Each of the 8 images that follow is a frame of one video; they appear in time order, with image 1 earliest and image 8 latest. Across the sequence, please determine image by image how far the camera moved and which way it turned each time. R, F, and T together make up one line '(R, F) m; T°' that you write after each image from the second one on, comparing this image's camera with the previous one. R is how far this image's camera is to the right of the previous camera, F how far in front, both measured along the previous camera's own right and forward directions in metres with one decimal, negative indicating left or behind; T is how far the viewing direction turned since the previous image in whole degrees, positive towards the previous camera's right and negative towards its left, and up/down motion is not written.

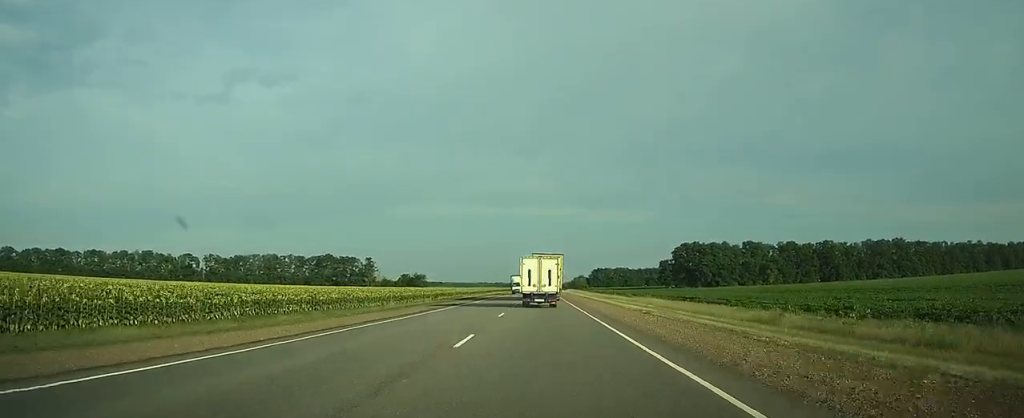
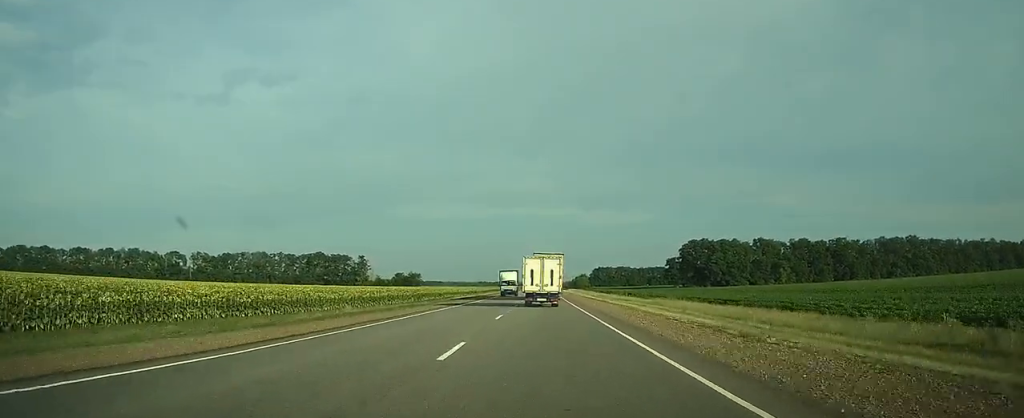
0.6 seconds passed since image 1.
(0.0, +13.8) m; 0°
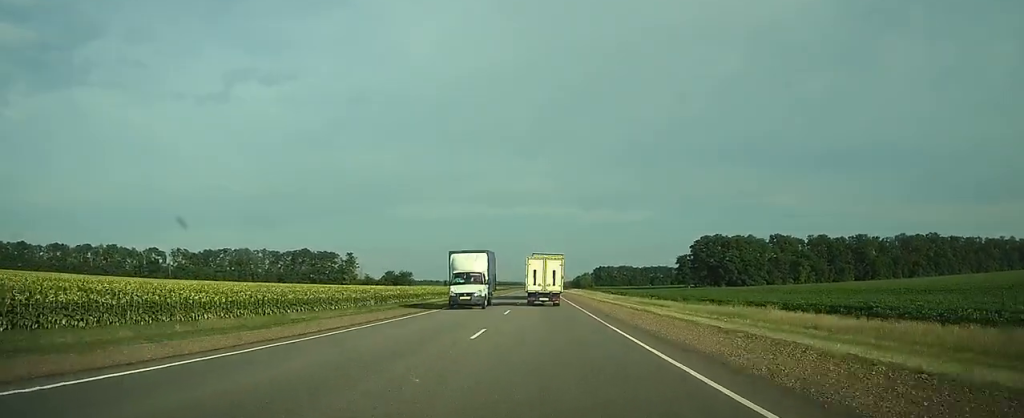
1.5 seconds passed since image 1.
(0.0, +19.7) m; 0°
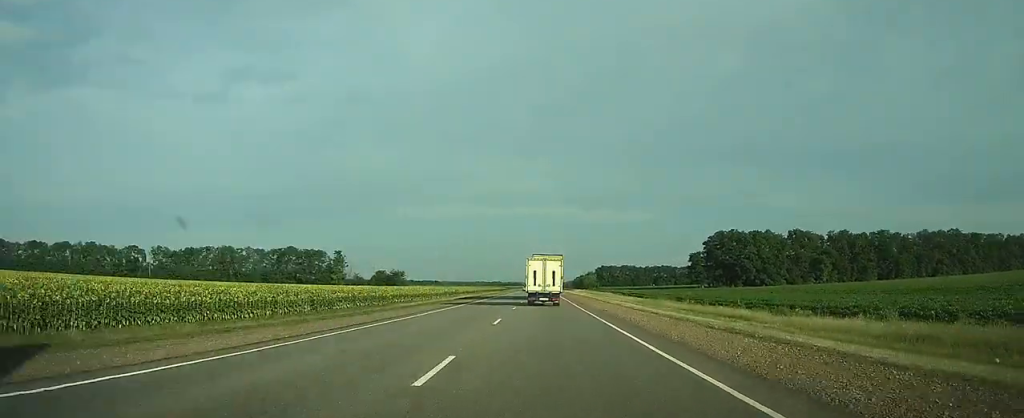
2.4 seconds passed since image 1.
(0.0, +18.3) m; 0°
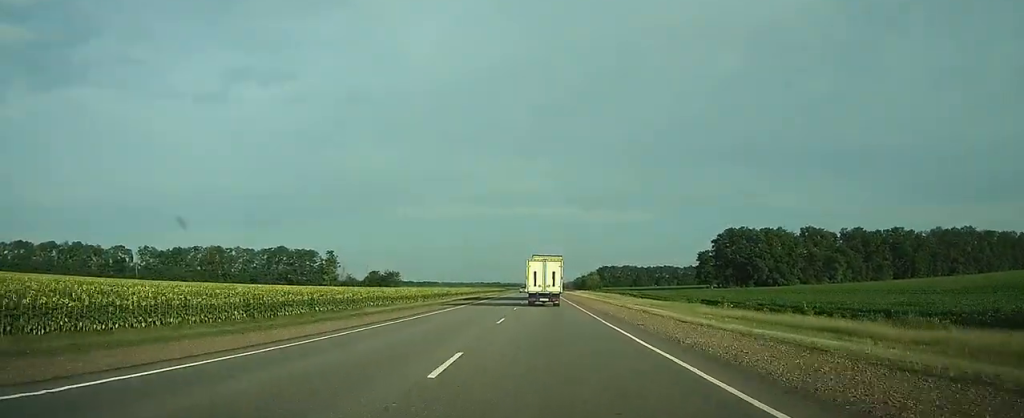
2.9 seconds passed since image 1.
(0.0, +11.1) m; 0°
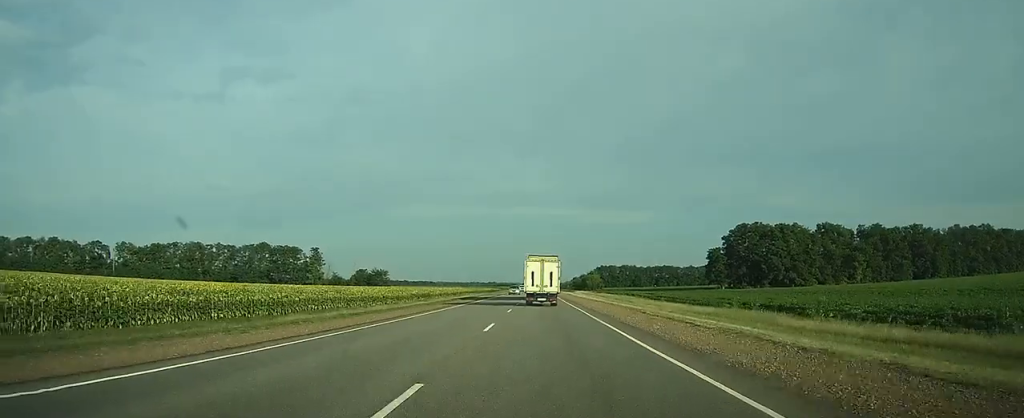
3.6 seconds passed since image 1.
(0.0, +15.5) m; 0°
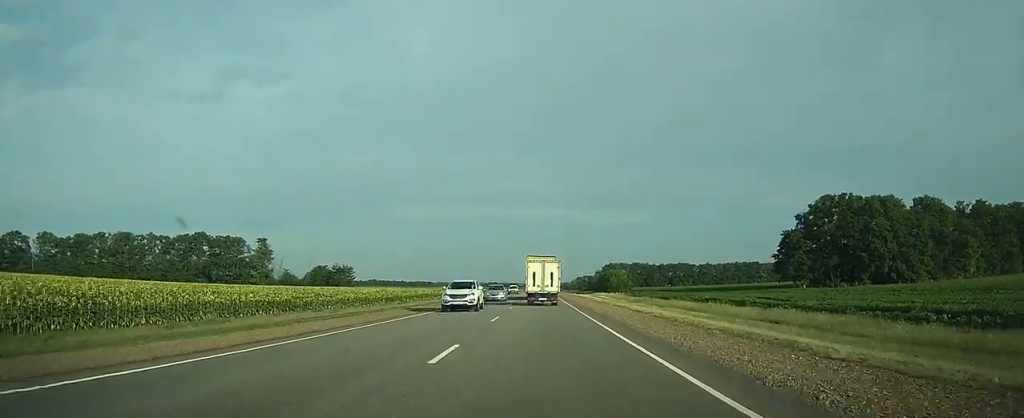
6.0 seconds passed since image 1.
(+0.2, +55.1) m; 0°
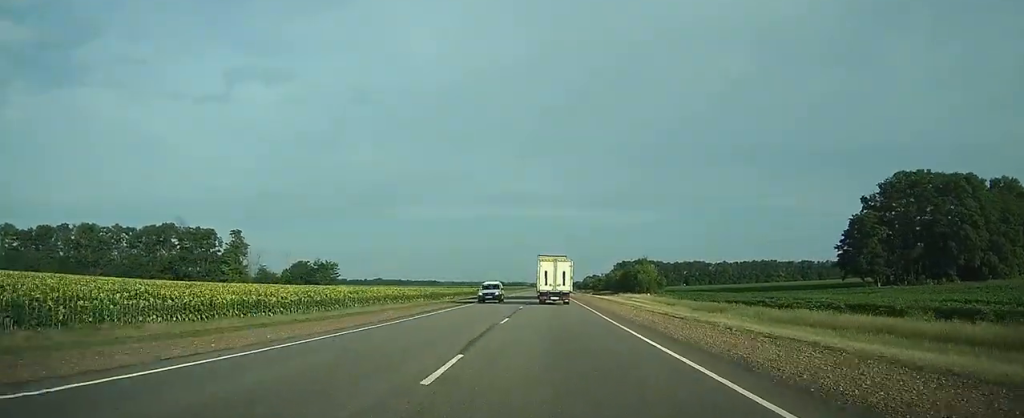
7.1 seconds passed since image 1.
(0.0, +25.9) m; 0°
